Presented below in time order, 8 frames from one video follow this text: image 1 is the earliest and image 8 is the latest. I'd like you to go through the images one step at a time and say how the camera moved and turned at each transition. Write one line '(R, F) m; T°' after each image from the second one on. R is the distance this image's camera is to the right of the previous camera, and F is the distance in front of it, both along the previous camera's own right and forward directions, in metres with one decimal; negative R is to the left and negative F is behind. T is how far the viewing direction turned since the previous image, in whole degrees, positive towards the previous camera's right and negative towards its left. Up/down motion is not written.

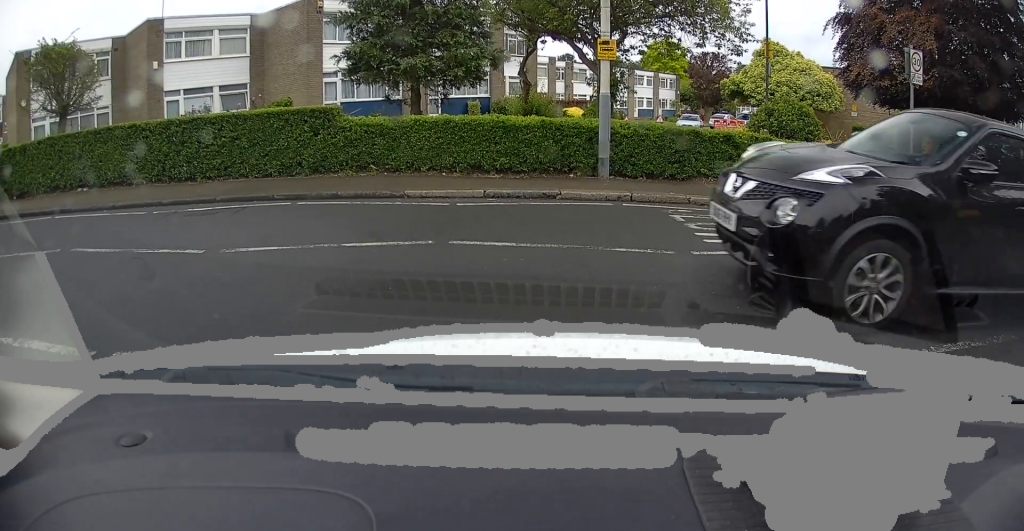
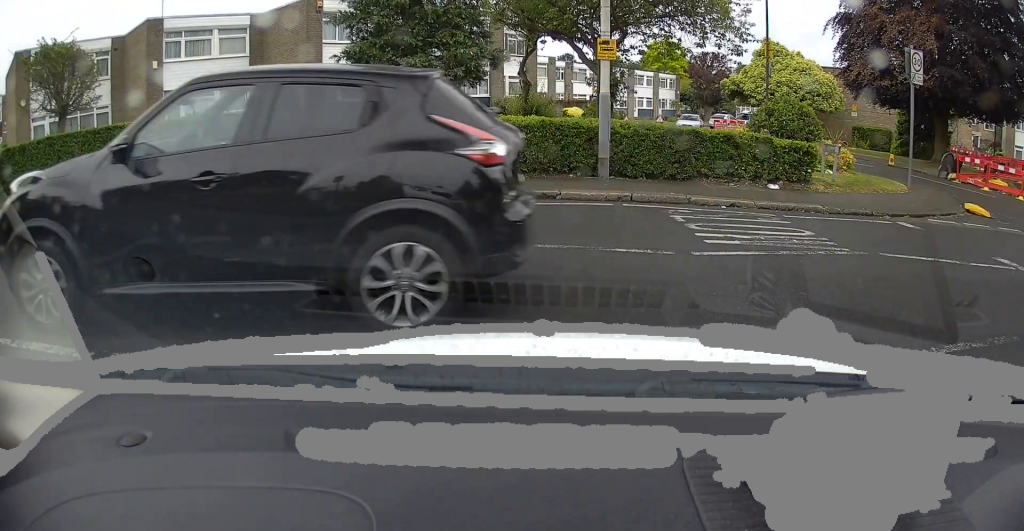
(0.0, 0.0) m; 0°
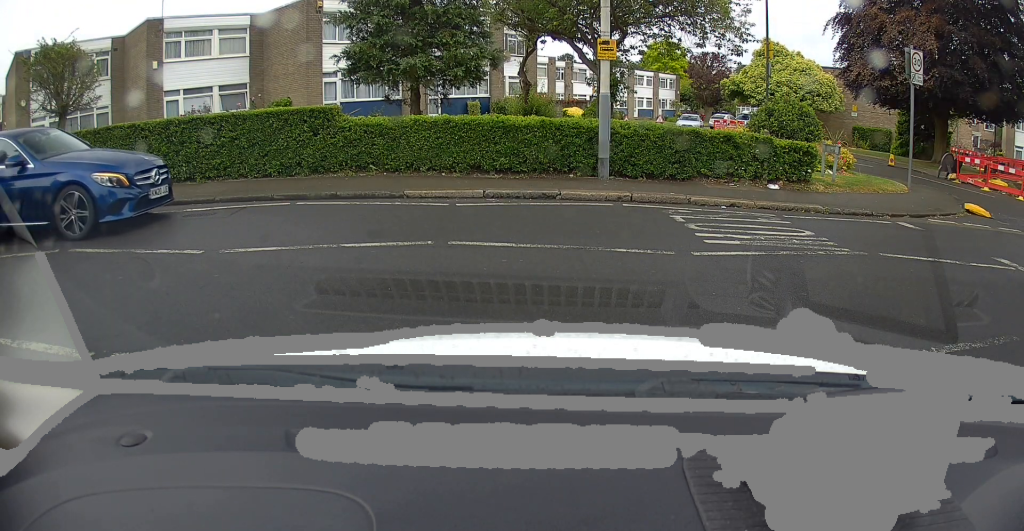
(0.0, 0.0) m; 0°
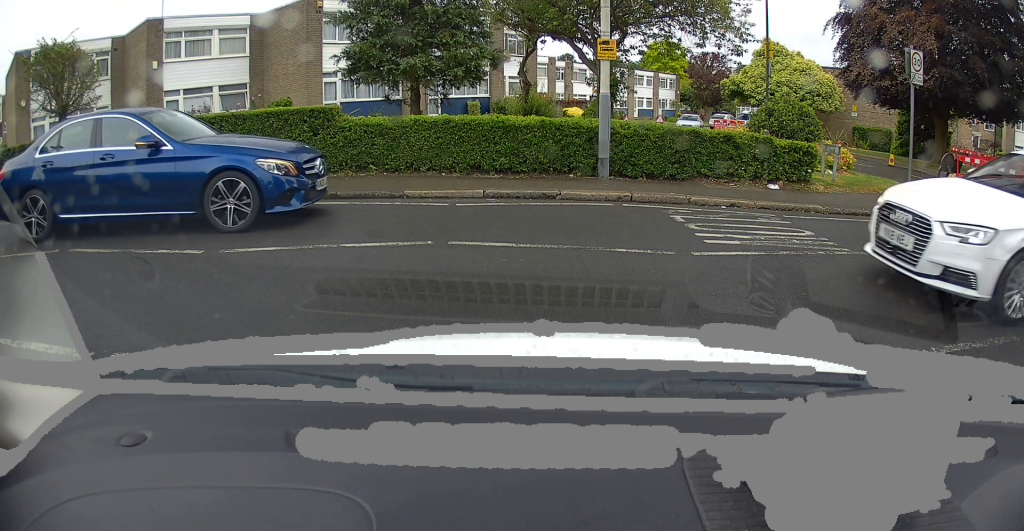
(0.0, 0.0) m; 0°
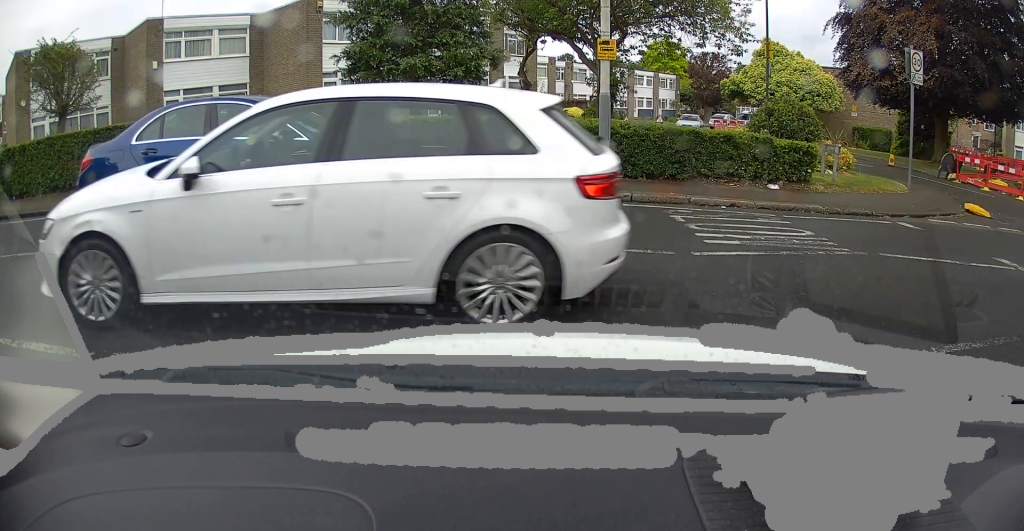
(0.0, 0.0) m; 0°
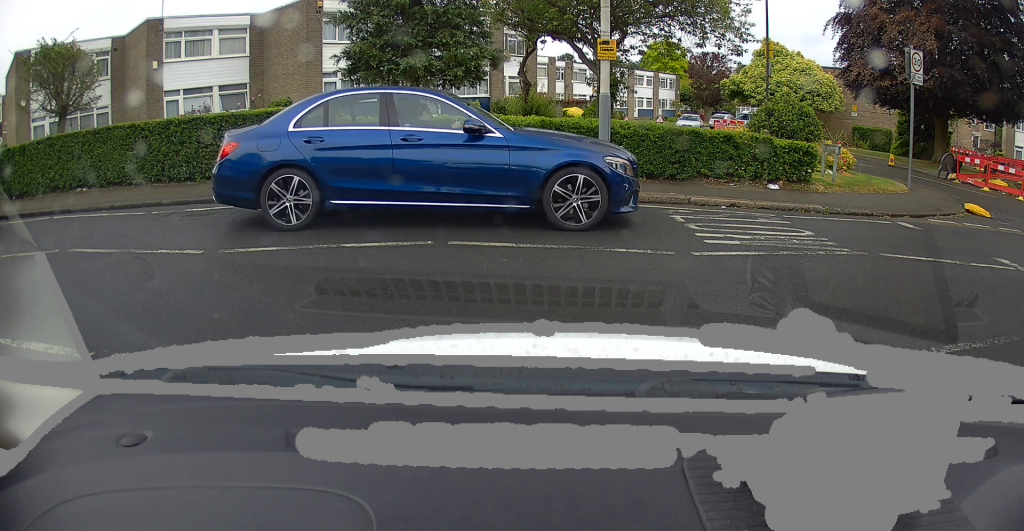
(0.0, 0.0) m; 0°
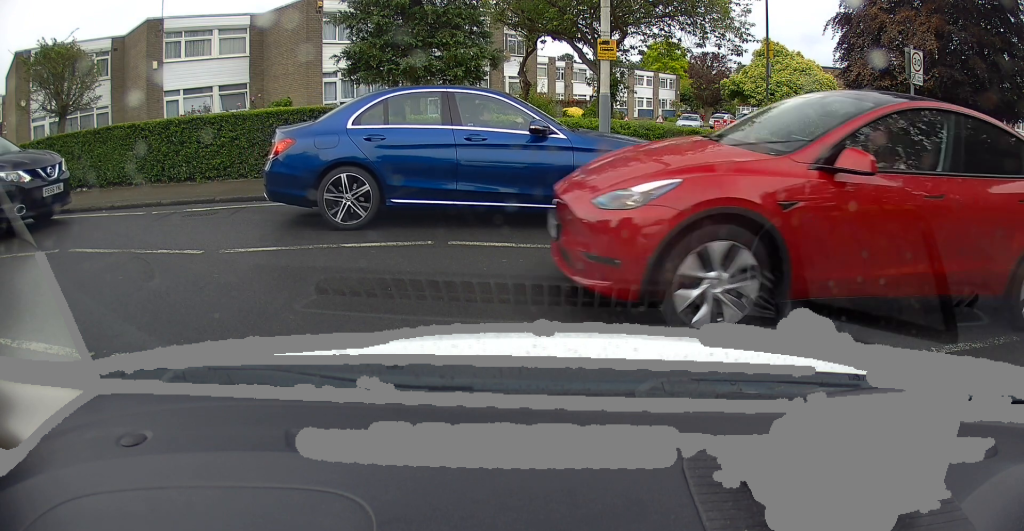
(0.0, 0.0) m; 0°
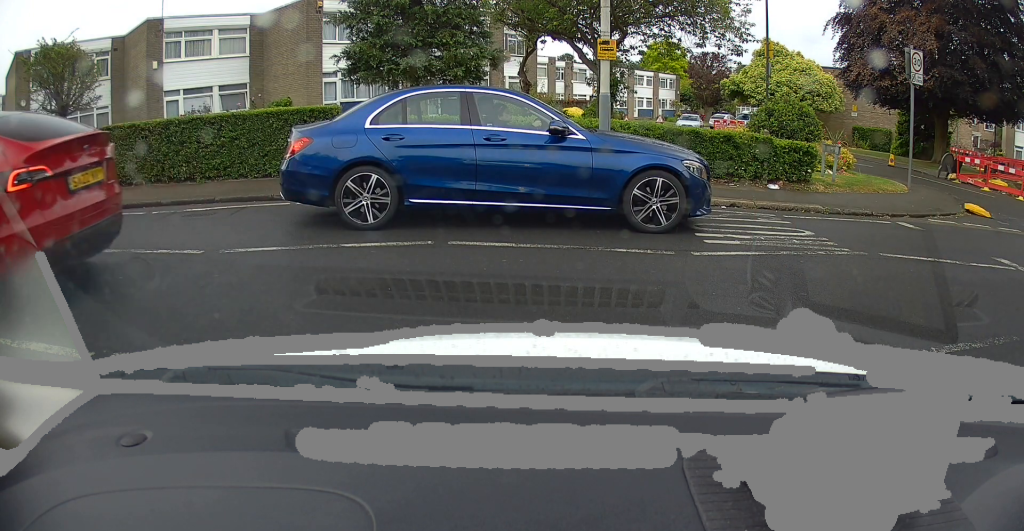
(0.0, 0.0) m; 0°
